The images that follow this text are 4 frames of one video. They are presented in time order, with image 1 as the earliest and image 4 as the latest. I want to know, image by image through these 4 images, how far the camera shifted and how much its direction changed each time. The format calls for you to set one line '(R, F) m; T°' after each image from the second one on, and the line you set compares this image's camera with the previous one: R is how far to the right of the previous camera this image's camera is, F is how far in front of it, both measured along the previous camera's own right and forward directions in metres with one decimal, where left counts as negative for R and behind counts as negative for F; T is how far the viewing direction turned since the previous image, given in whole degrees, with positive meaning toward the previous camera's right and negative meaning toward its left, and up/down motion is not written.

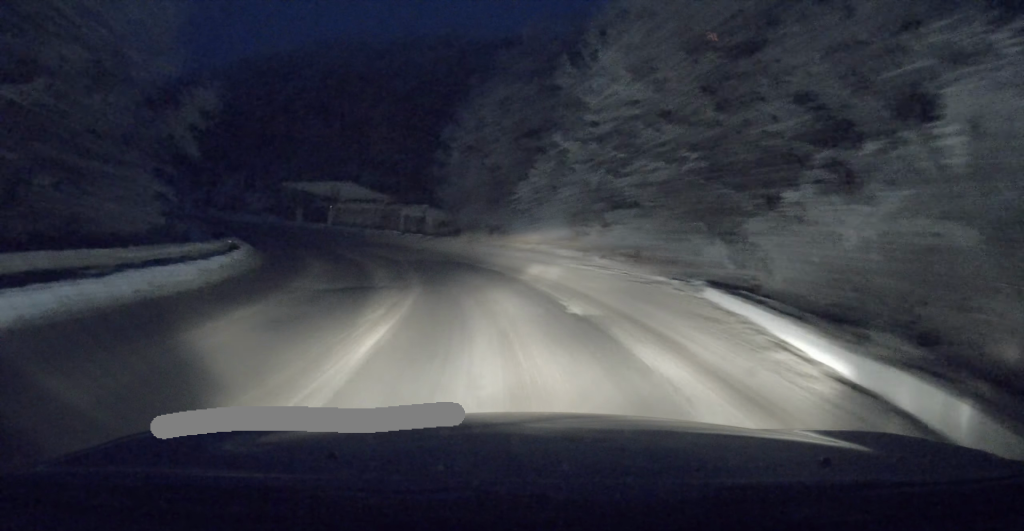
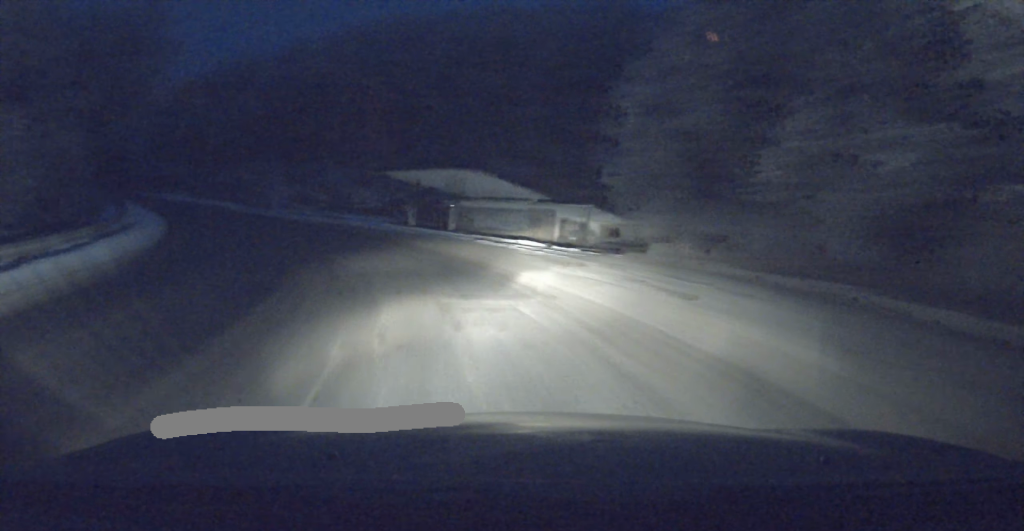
(-2.1, +17.3) m; -13°
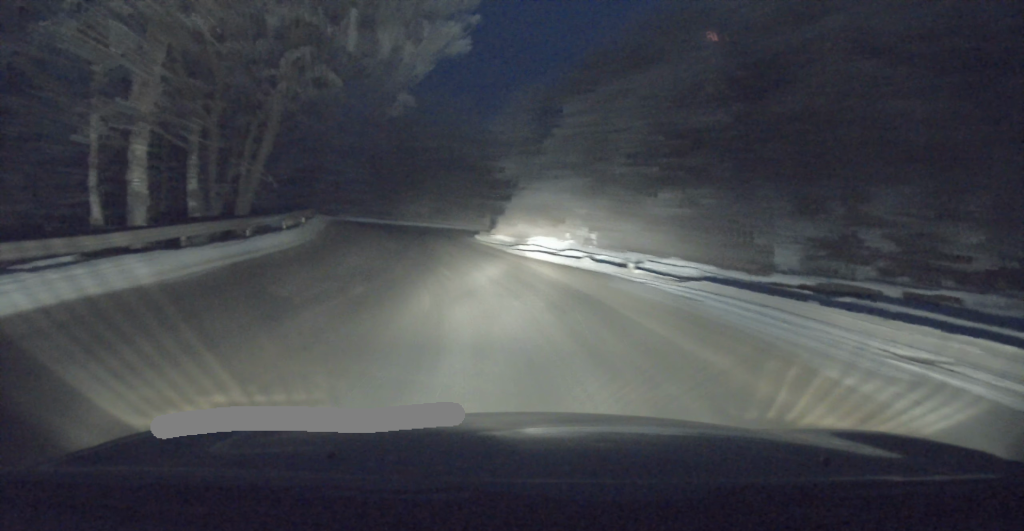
(-10.3, +30.5) m; -41°
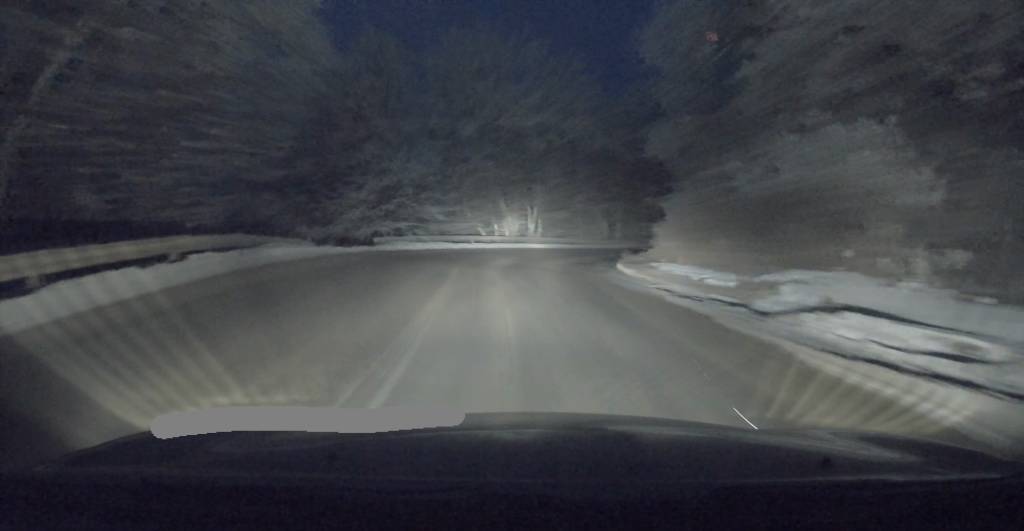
(-1.9, +18.7) m; -8°
